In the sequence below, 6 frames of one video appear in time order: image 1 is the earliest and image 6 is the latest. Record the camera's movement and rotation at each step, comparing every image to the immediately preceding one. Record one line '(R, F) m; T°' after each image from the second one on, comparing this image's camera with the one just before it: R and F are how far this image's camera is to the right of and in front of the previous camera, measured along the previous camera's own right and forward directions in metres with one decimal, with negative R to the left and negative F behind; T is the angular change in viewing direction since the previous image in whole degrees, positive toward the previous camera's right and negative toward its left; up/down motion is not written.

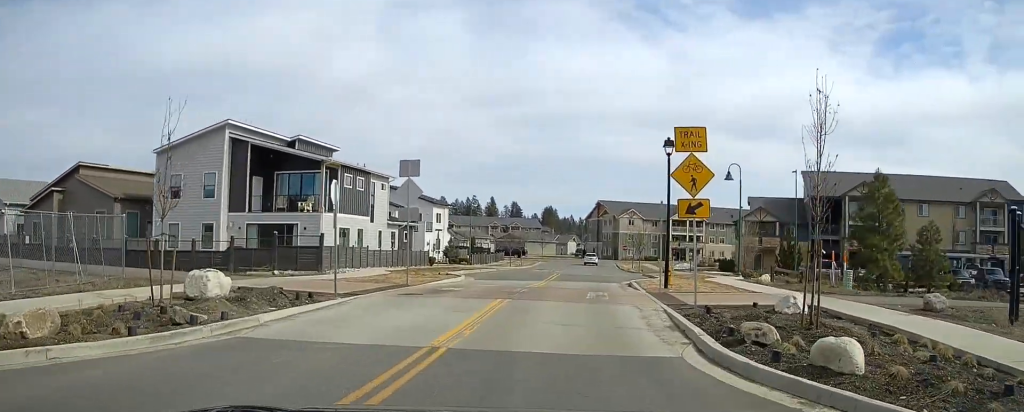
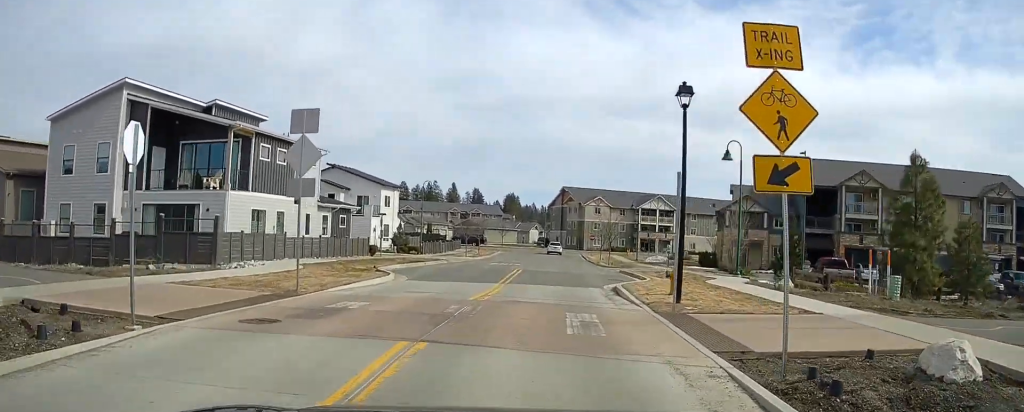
(+0.4, +7.6) m; +5°
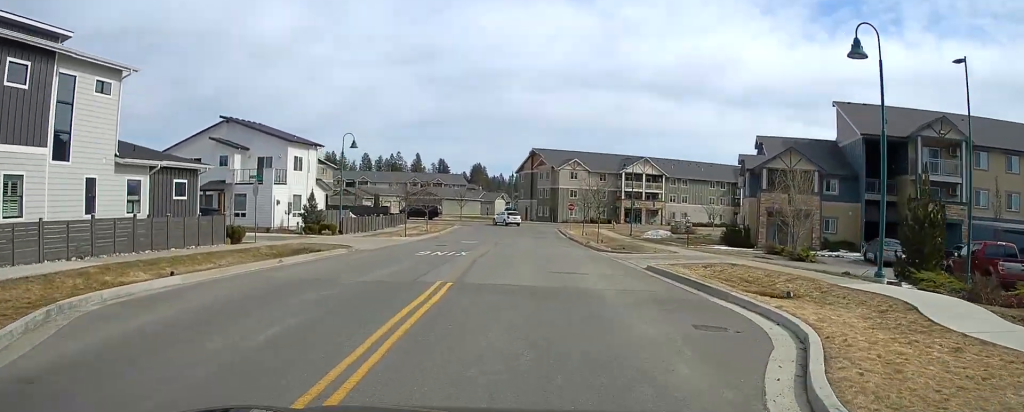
(+1.0, +18.5) m; +2°
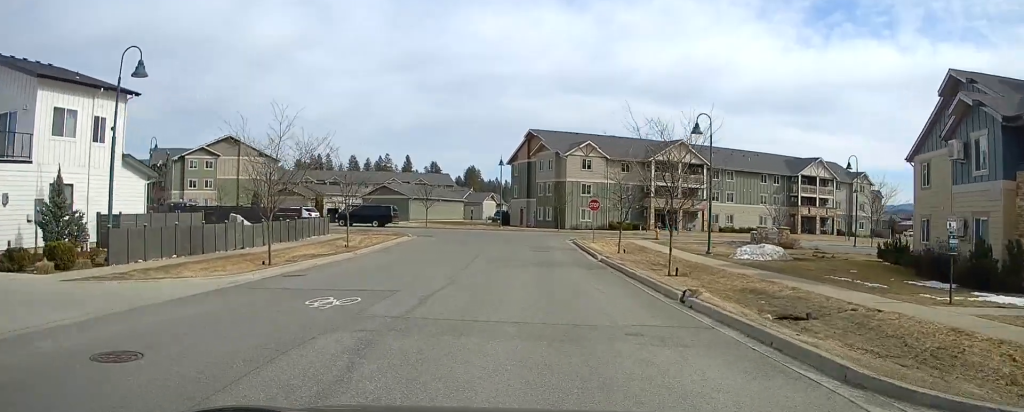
(+0.4, +28.0) m; +1°
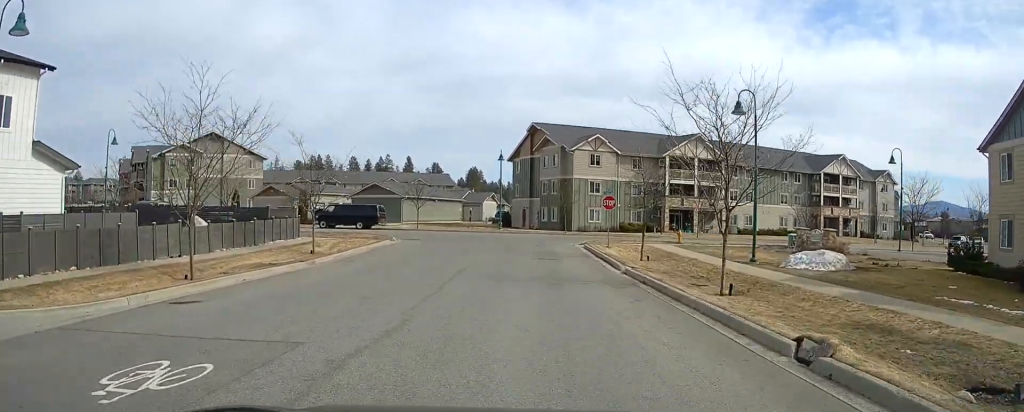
(-0.2, +6.4) m; 0°
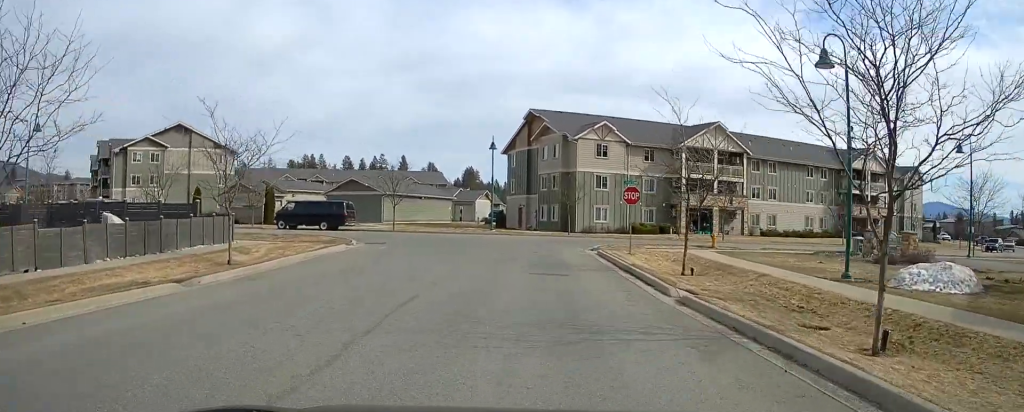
(-0.1, +8.3) m; 0°
